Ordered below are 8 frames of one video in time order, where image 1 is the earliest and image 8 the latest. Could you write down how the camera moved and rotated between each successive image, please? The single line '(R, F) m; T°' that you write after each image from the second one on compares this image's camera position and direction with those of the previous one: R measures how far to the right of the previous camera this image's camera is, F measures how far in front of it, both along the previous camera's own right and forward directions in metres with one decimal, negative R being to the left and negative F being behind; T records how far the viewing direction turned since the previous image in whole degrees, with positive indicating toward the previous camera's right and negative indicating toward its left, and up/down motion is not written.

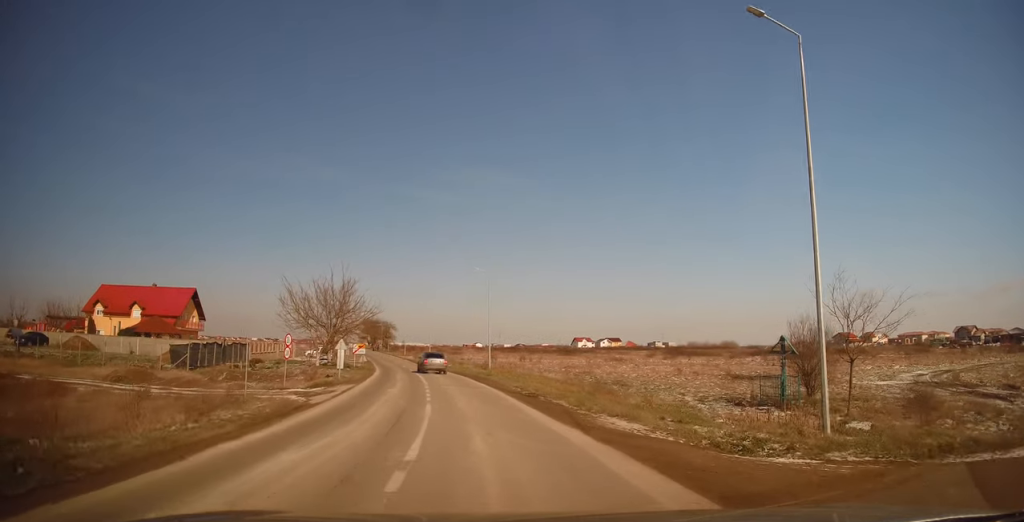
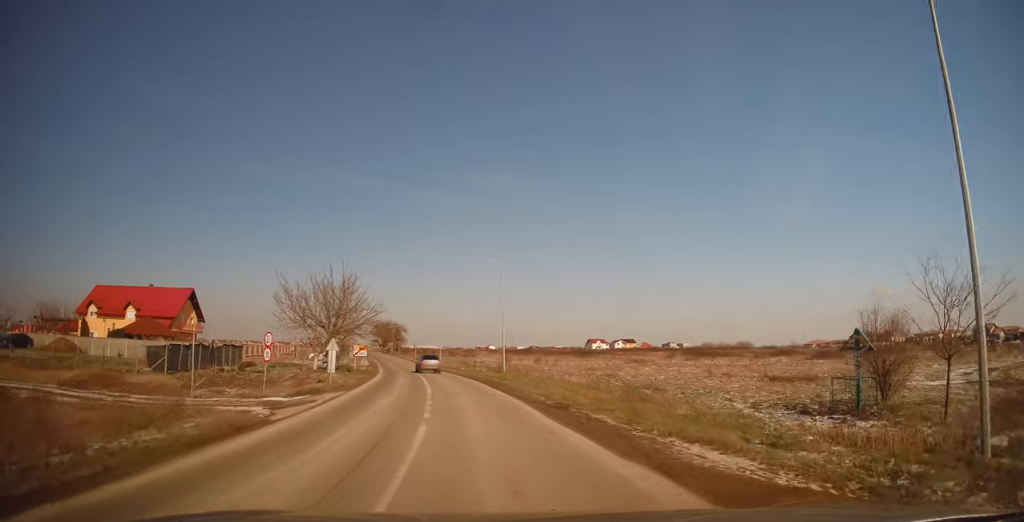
(-0.1, +4.1) m; -2°
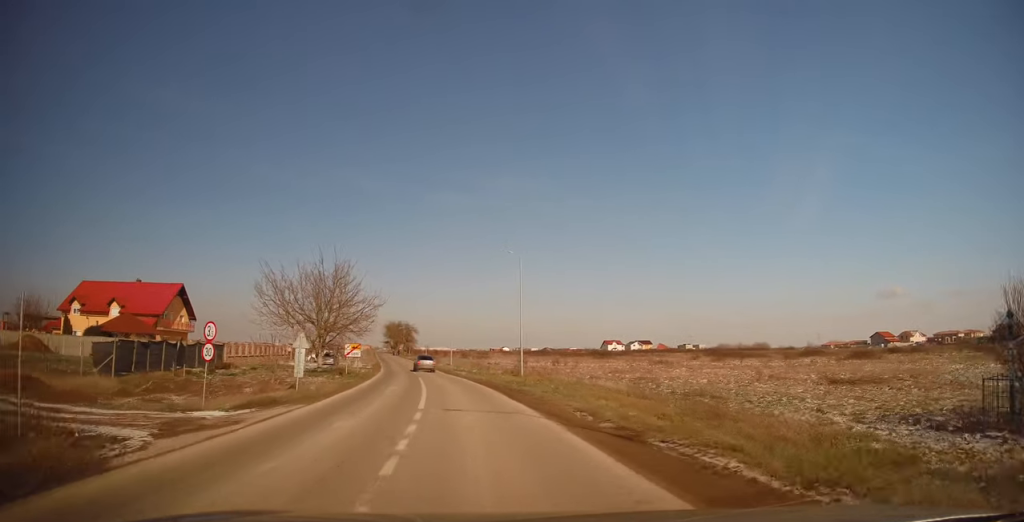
(0.0, +5.4) m; 0°
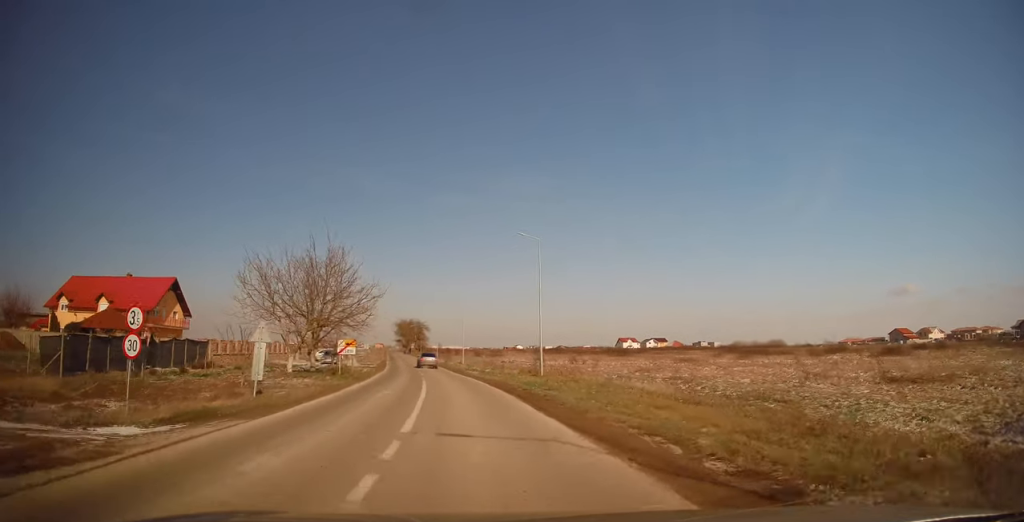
(0.0, +4.1) m; 0°
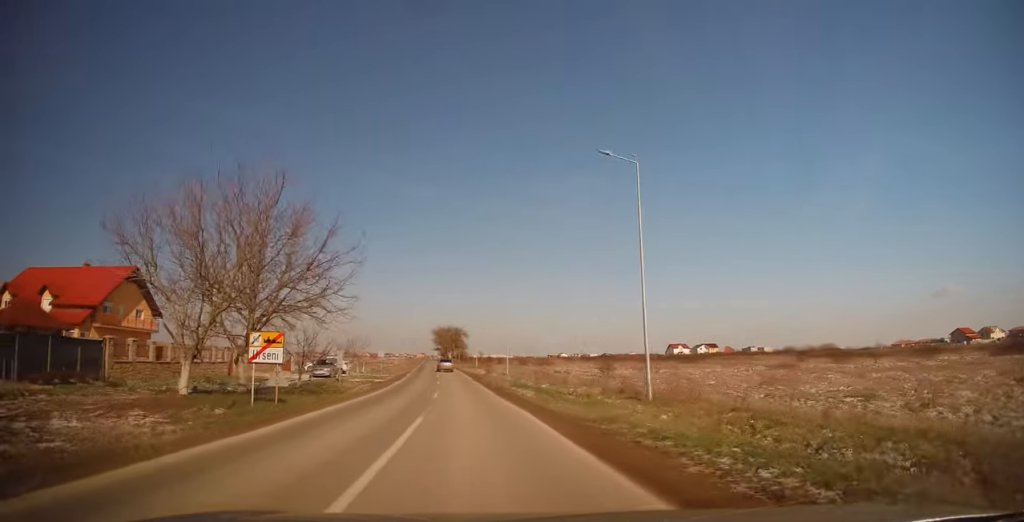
(-0.3, +14.6) m; -6°
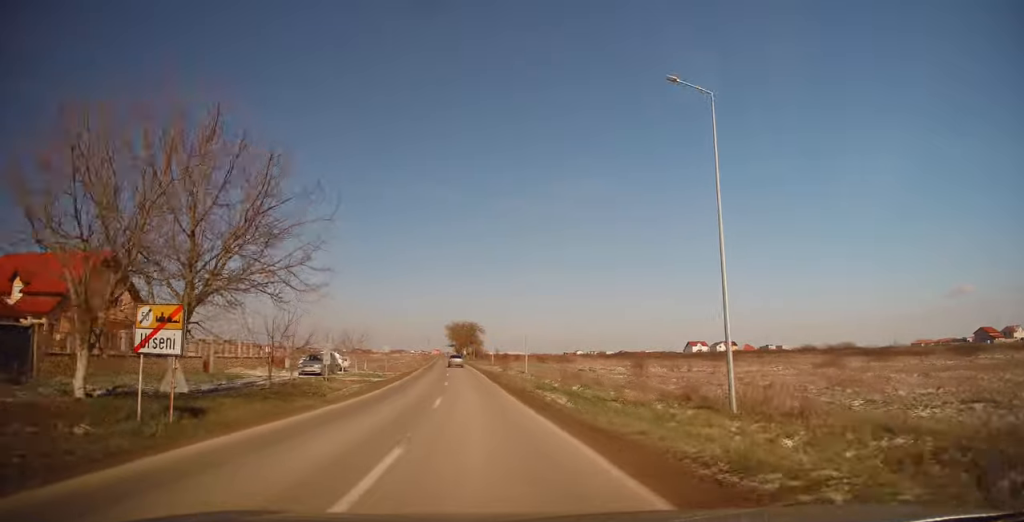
(-0.4, +5.6) m; -1°
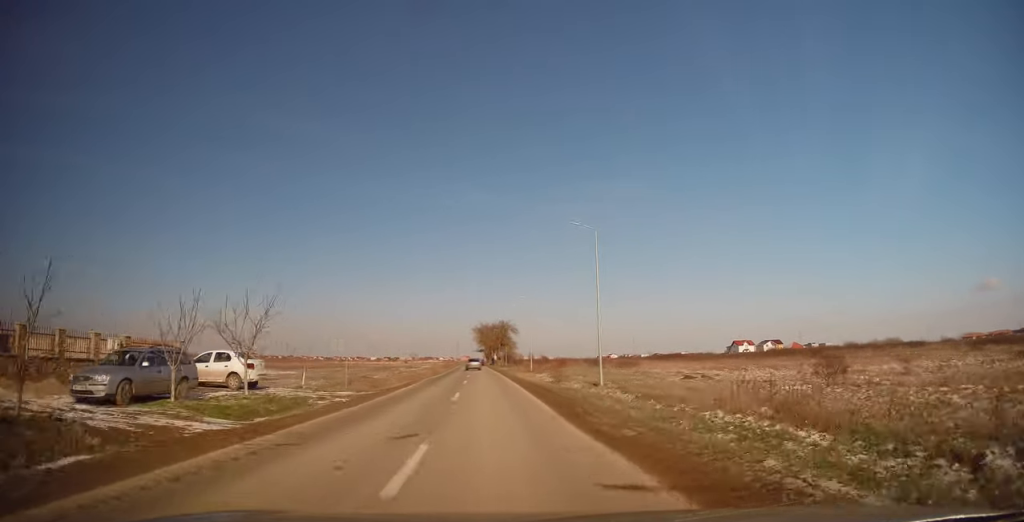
(-0.6, +21.3) m; -3°
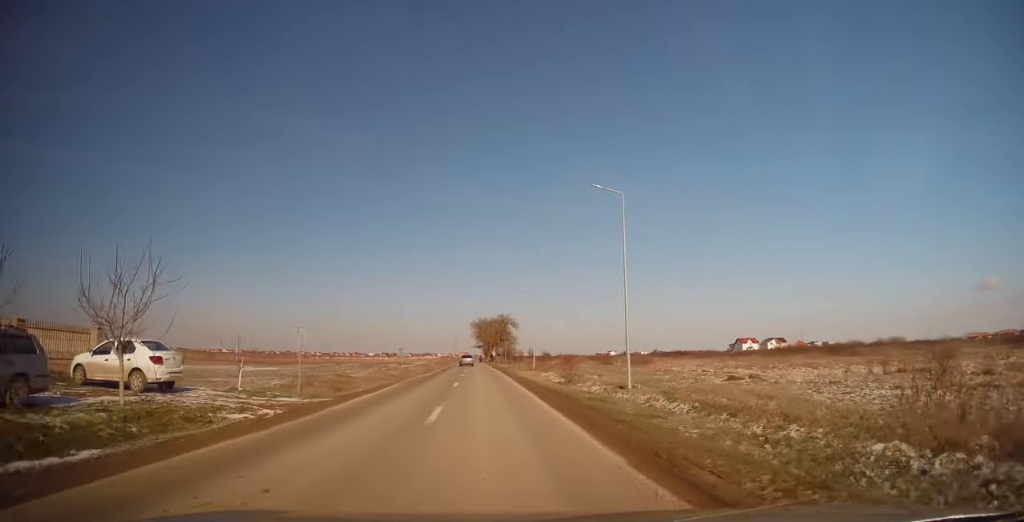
(-0.2, +6.0) m; -1°
